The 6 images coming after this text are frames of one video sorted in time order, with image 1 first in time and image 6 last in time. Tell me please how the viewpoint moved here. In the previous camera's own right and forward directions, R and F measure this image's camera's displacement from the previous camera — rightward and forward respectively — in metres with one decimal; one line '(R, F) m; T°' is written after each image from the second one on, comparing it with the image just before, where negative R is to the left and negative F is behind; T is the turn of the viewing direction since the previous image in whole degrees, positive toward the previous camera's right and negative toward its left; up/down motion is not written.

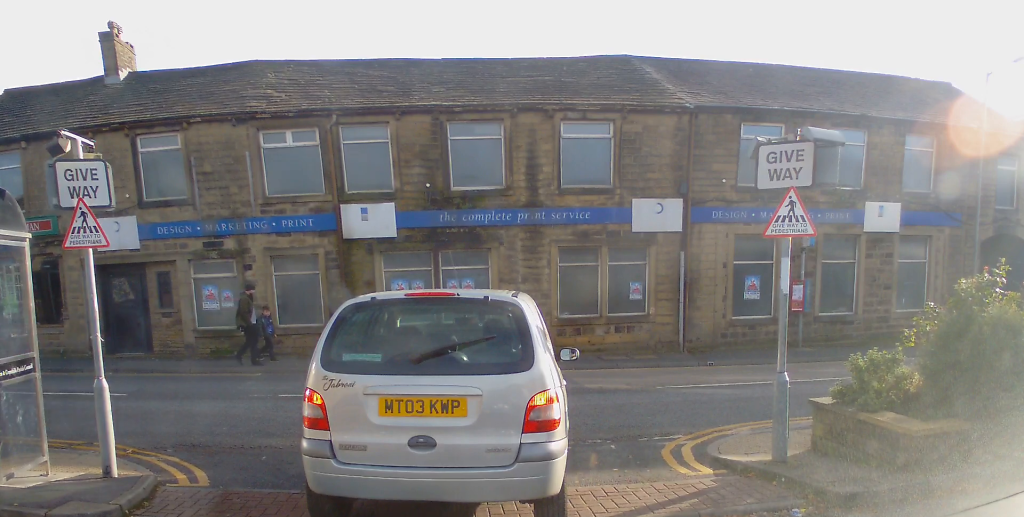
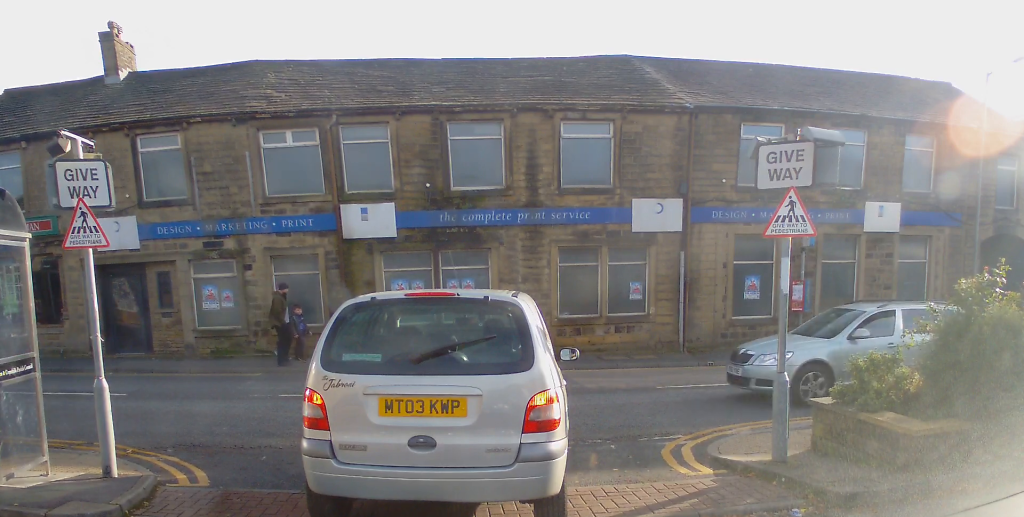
(0.0, 0.0) m; 0°
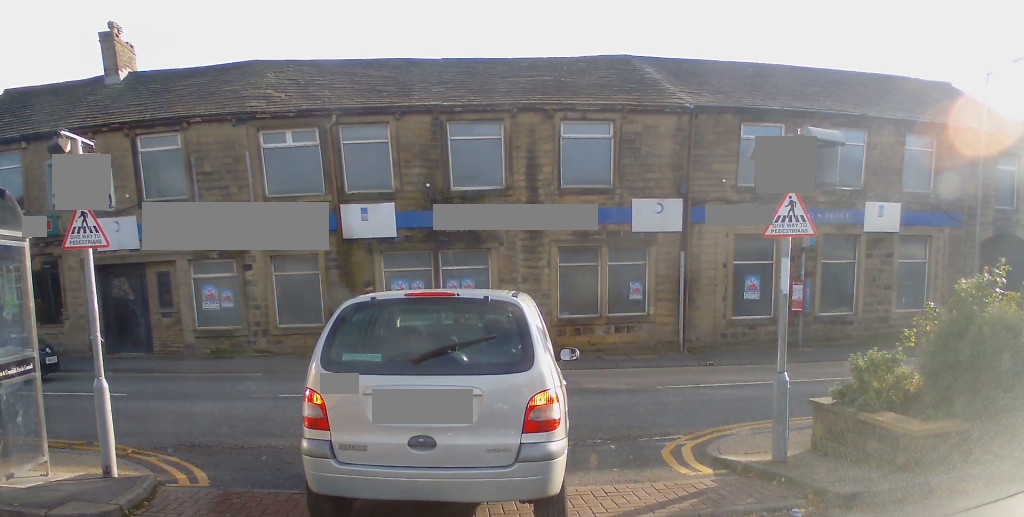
(0.0, 0.0) m; 0°
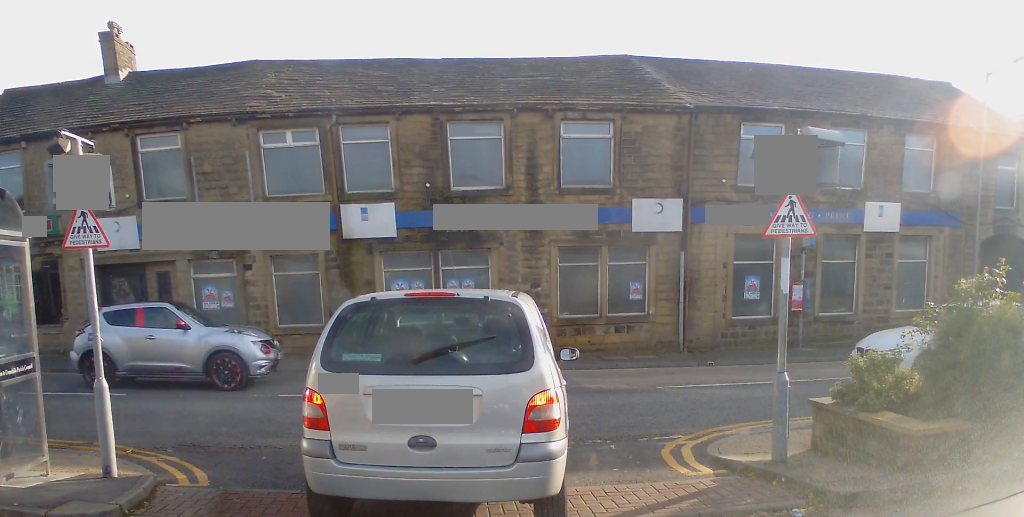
(0.0, 0.0) m; 0°
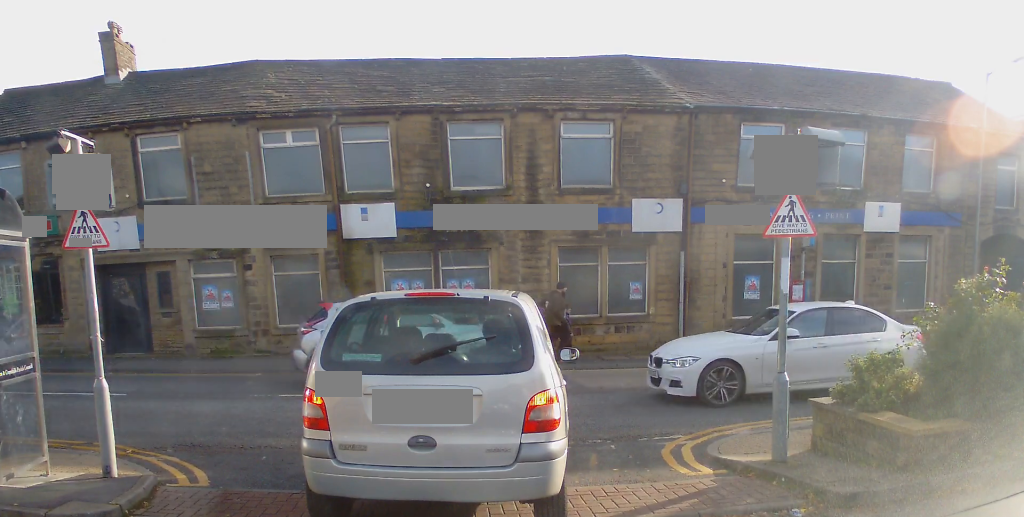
(0.0, 0.0) m; 0°
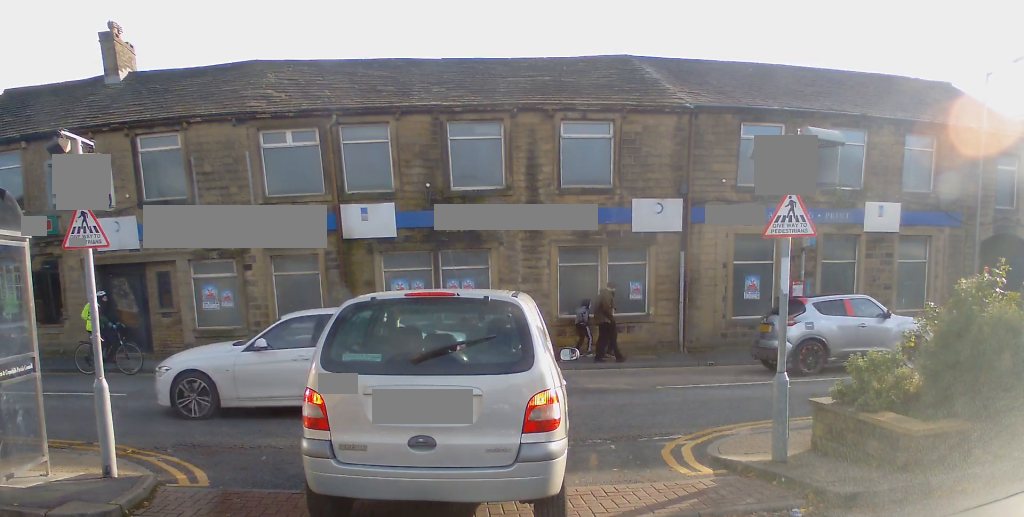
(0.0, 0.0) m; 0°
